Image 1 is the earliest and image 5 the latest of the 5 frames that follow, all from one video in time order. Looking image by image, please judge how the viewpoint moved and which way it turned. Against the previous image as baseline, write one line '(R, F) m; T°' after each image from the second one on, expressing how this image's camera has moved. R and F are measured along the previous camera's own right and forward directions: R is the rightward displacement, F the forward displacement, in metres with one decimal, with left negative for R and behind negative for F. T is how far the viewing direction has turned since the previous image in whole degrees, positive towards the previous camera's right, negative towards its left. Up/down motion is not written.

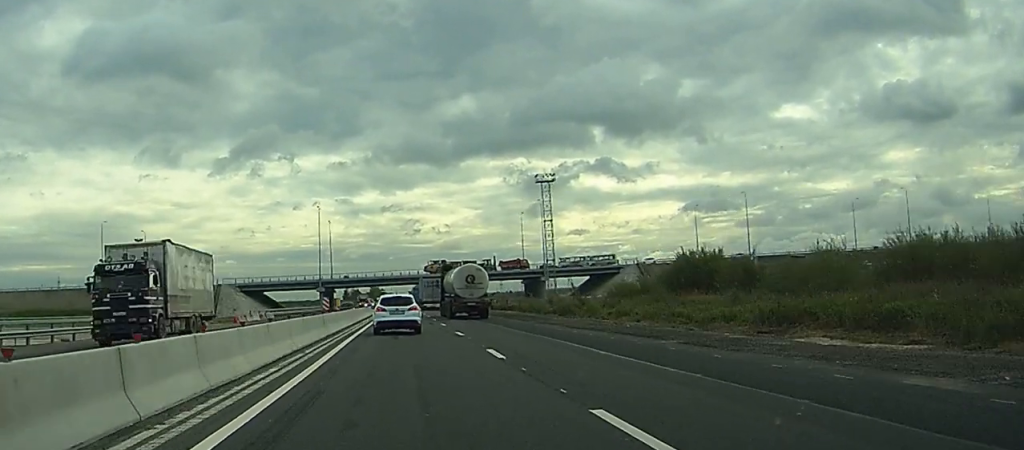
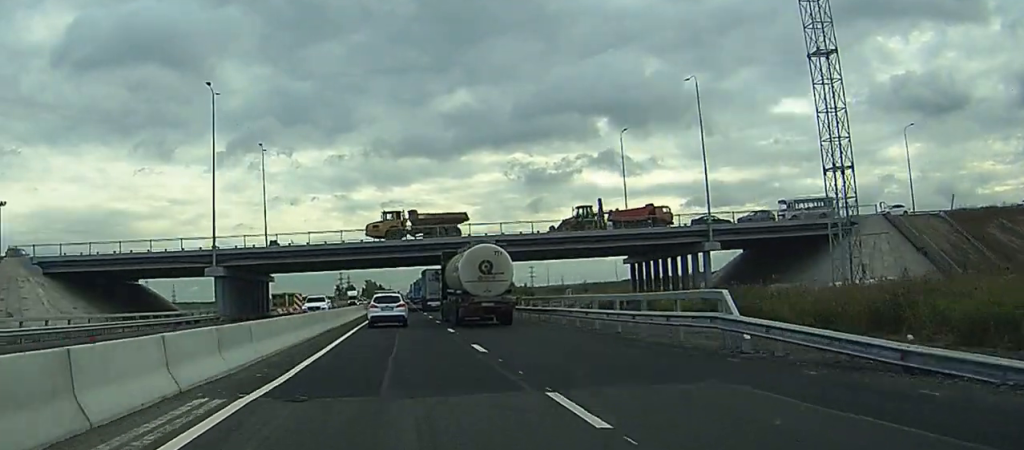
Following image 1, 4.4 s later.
(0.0, +105.0) m; 0°
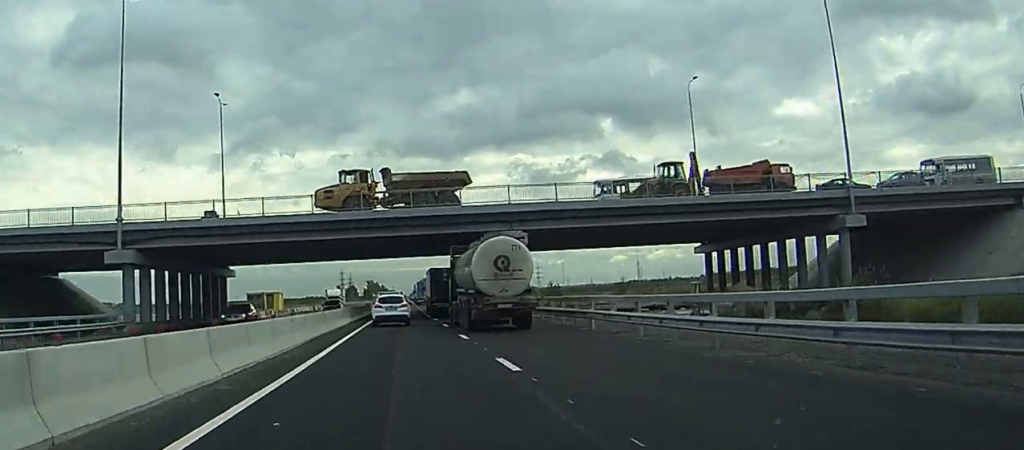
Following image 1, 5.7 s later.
(0.0, +29.0) m; 0°
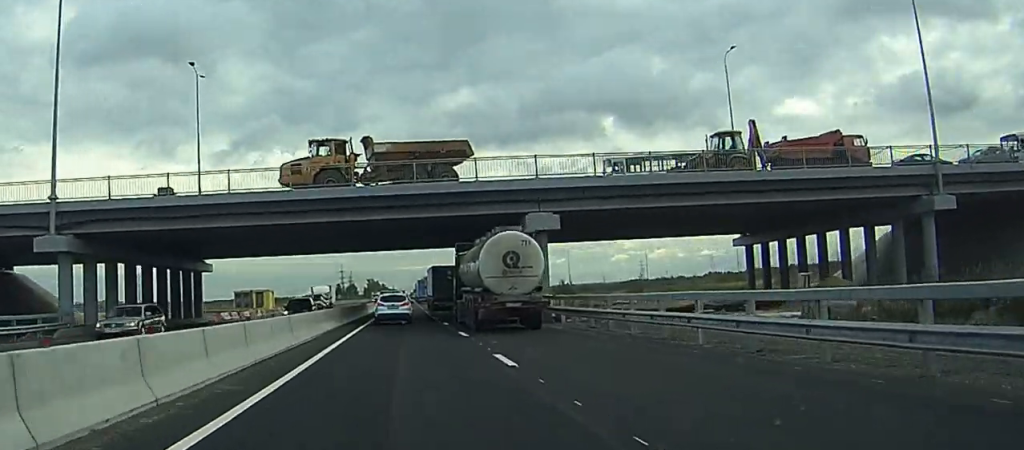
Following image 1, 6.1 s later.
(0.0, +10.9) m; 0°
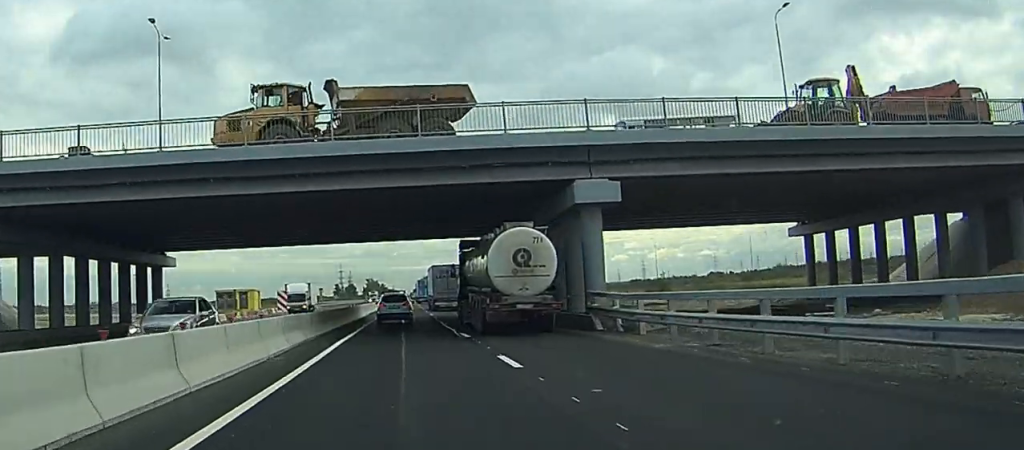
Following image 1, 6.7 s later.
(0.0, +12.4) m; 0°
